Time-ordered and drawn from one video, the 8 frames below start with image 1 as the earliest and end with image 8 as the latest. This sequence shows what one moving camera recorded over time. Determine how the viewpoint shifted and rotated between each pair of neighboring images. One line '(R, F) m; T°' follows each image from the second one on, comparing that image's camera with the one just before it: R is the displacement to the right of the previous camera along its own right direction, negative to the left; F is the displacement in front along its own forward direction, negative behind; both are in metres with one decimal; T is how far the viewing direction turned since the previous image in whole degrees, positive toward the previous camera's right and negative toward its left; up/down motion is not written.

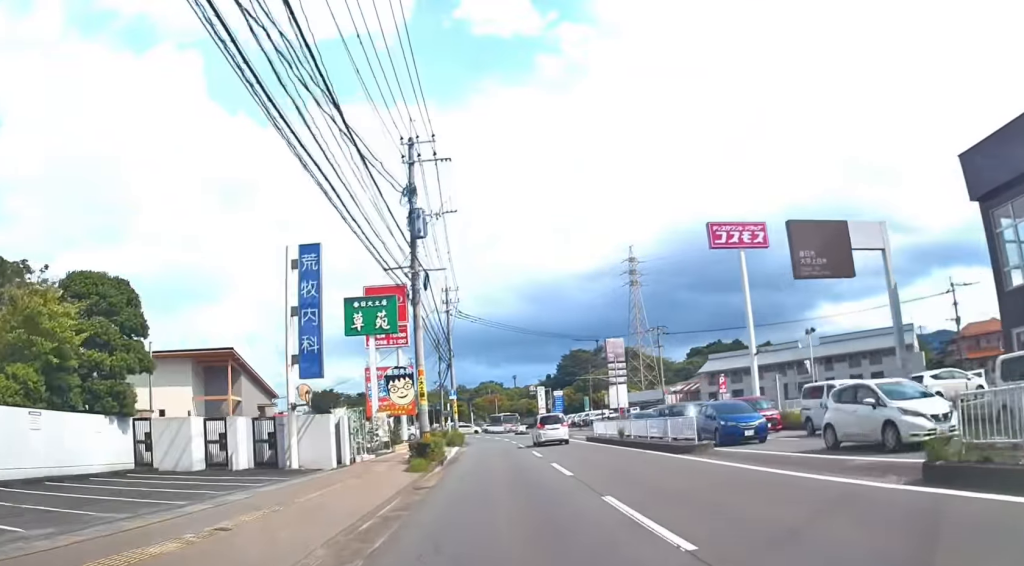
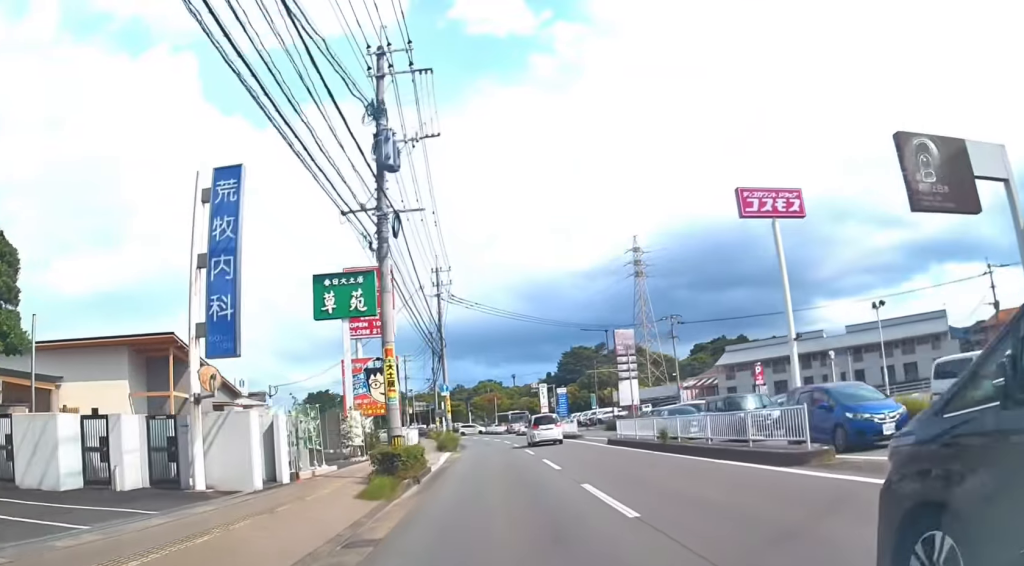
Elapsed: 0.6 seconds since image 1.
(-0.1, +7.3) m; -1°
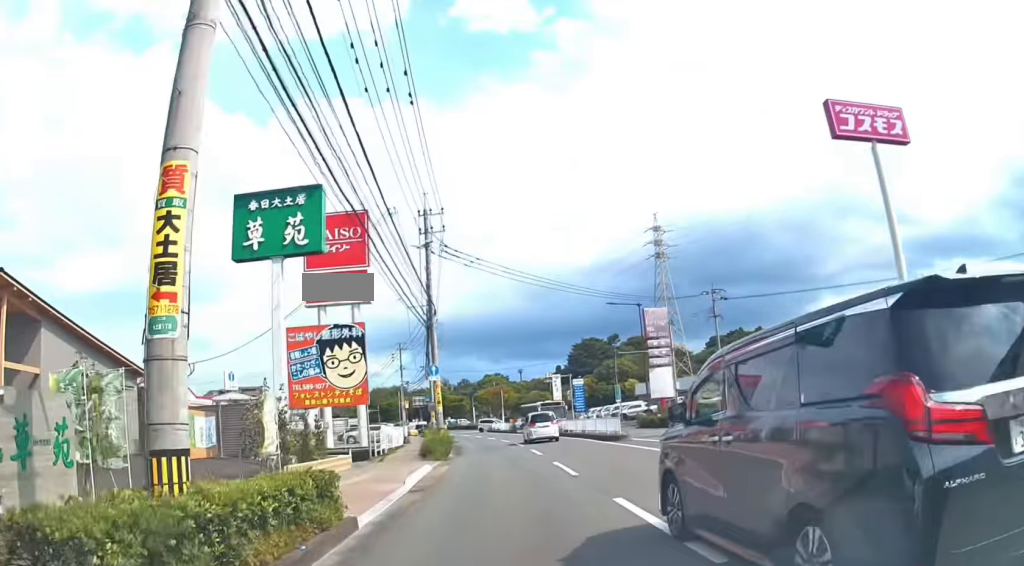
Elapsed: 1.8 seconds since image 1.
(-0.2, +13.4) m; -1°
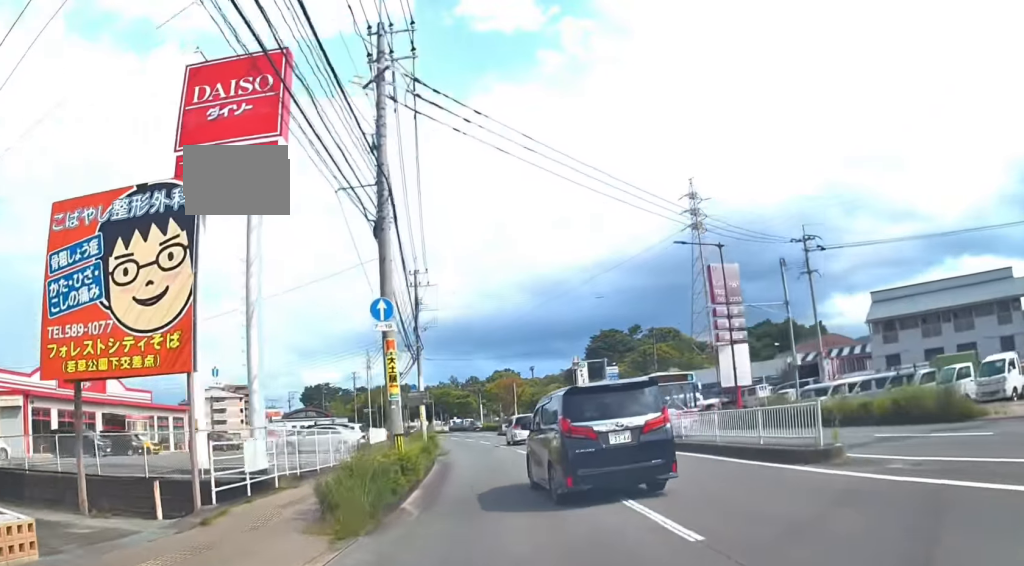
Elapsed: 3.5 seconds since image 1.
(0.0, +18.8) m; 0°
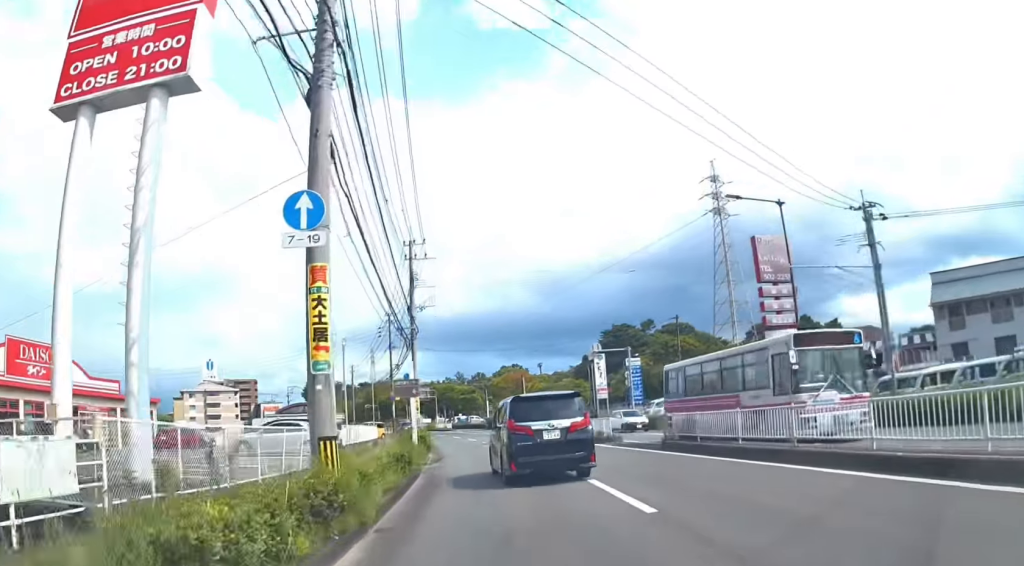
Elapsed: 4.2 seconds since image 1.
(0.0, +8.1) m; -1°
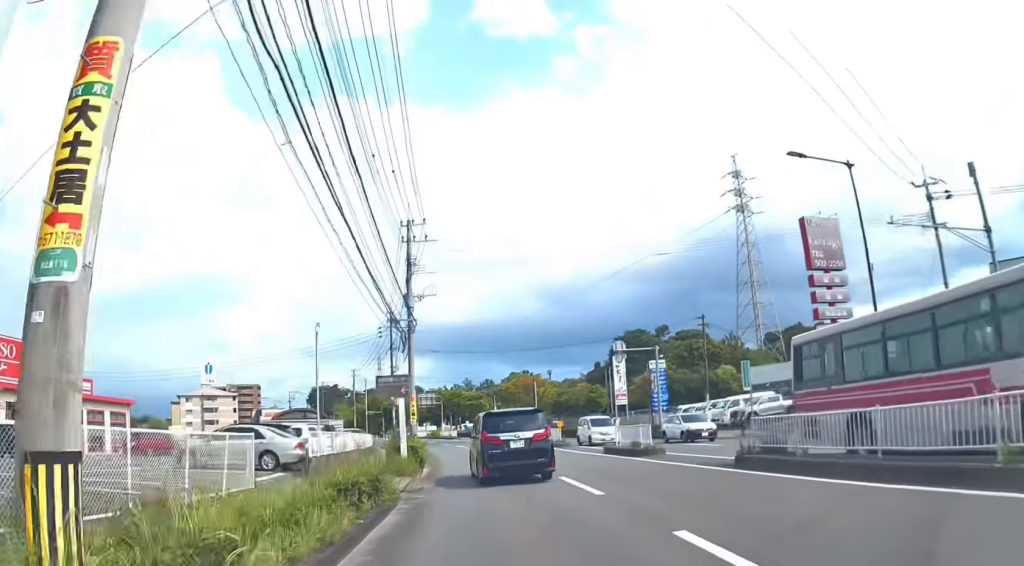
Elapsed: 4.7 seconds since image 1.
(-0.1, +6.1) m; 0°
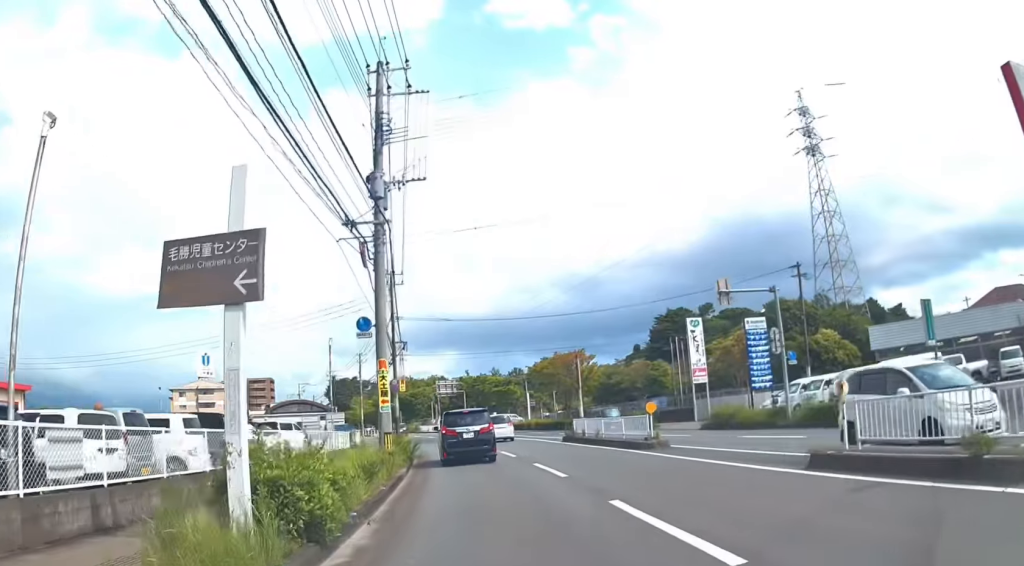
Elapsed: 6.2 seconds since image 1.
(-0.1, +17.3) m; -1°
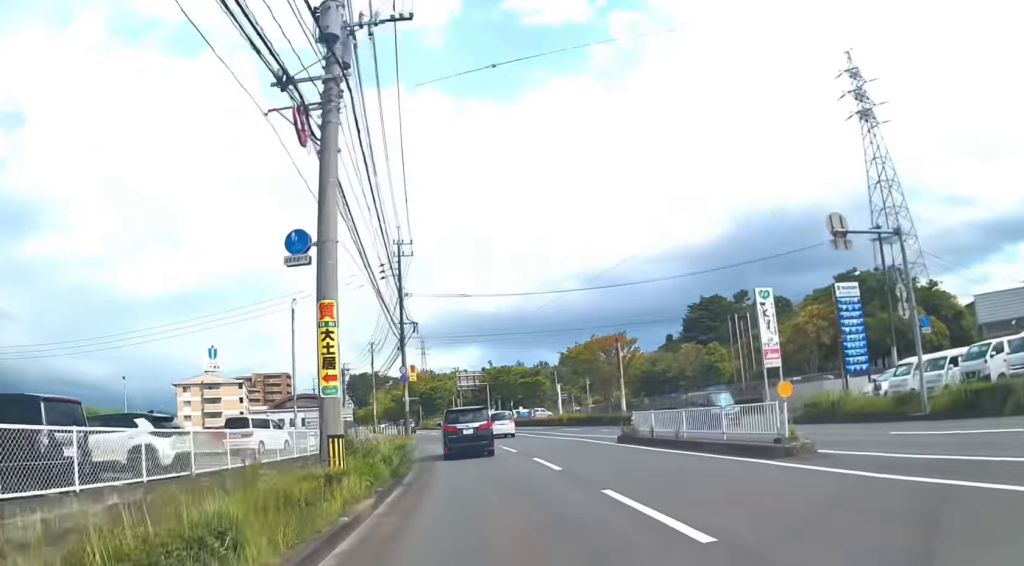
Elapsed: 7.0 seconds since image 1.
(-0.2, +9.3) m; -2°
